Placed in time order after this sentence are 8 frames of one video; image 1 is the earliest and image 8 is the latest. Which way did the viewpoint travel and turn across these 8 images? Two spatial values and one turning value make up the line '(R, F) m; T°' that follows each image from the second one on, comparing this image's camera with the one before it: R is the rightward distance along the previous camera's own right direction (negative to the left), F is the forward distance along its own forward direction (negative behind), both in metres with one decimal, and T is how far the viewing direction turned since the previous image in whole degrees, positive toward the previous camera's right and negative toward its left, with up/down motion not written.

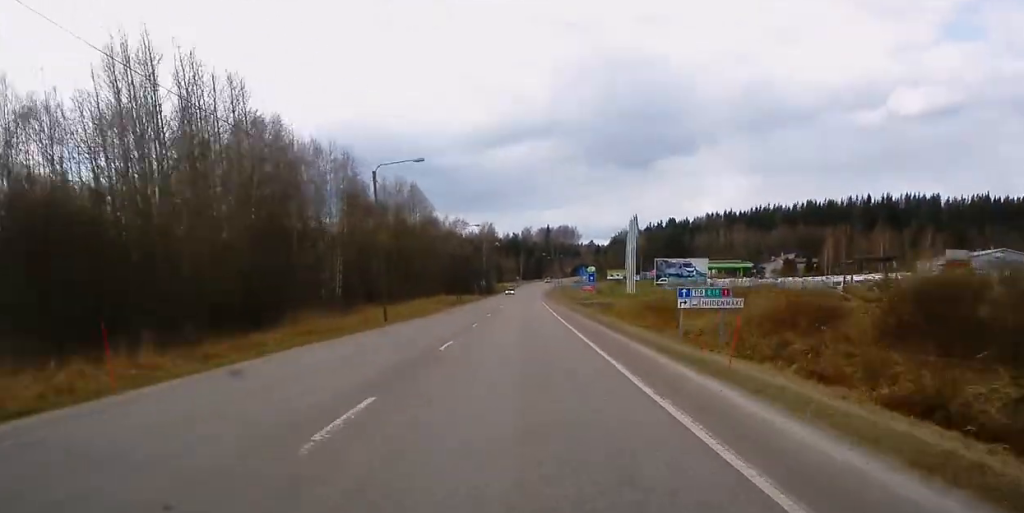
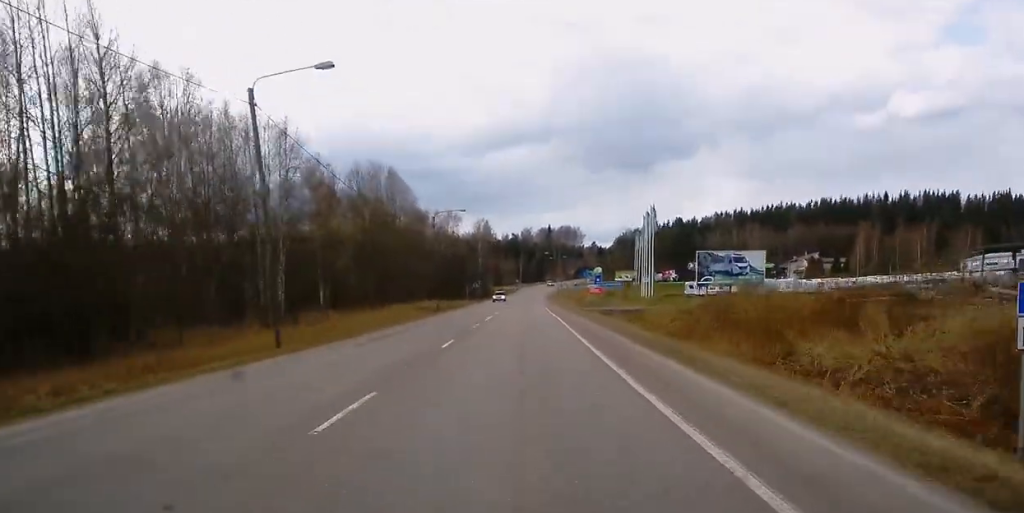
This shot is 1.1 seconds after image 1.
(0.0, +22.6) m; 0°
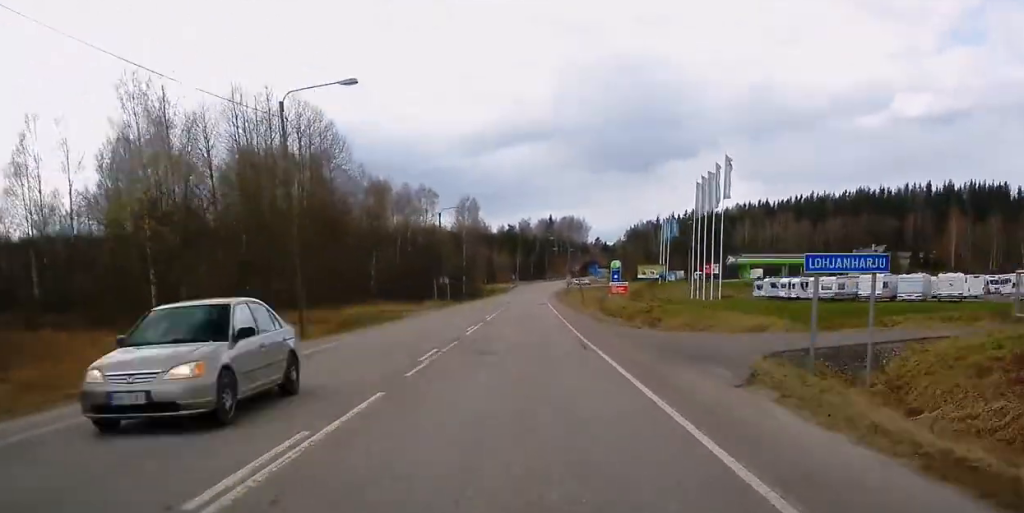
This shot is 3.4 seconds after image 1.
(+0.1, +49.5) m; 0°
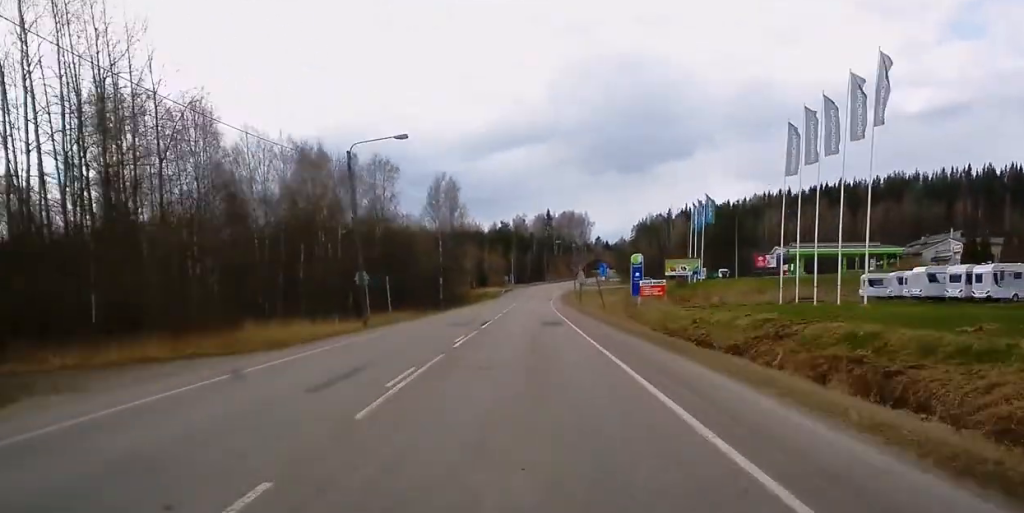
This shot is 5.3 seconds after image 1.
(+0.2, +40.5) m; 0°
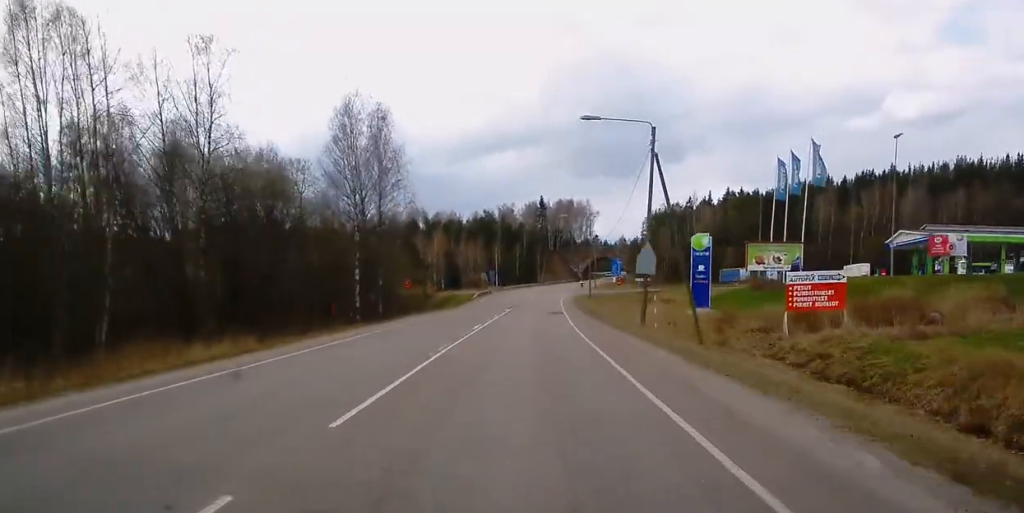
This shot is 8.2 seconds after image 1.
(0.0, +58.4) m; 0°
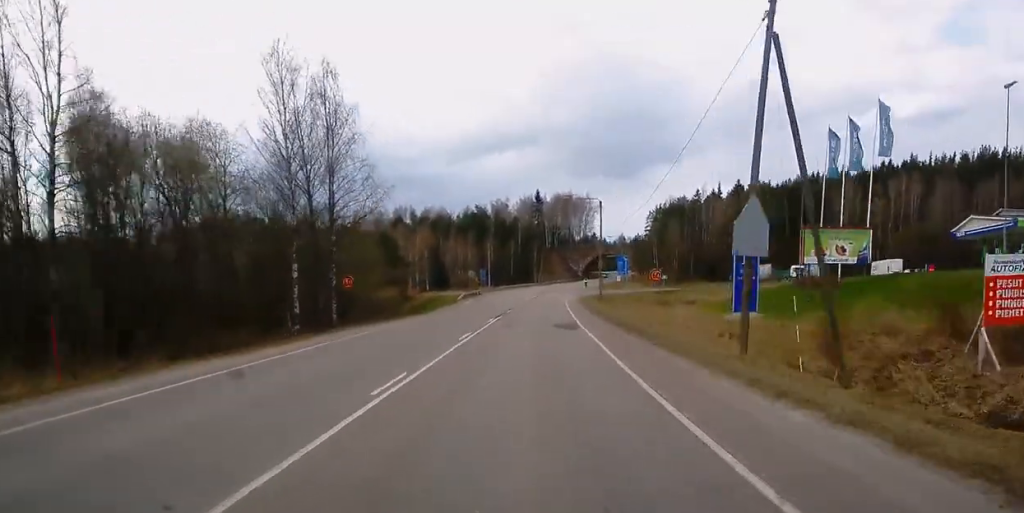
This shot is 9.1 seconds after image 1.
(0.0, +18.3) m; 0°
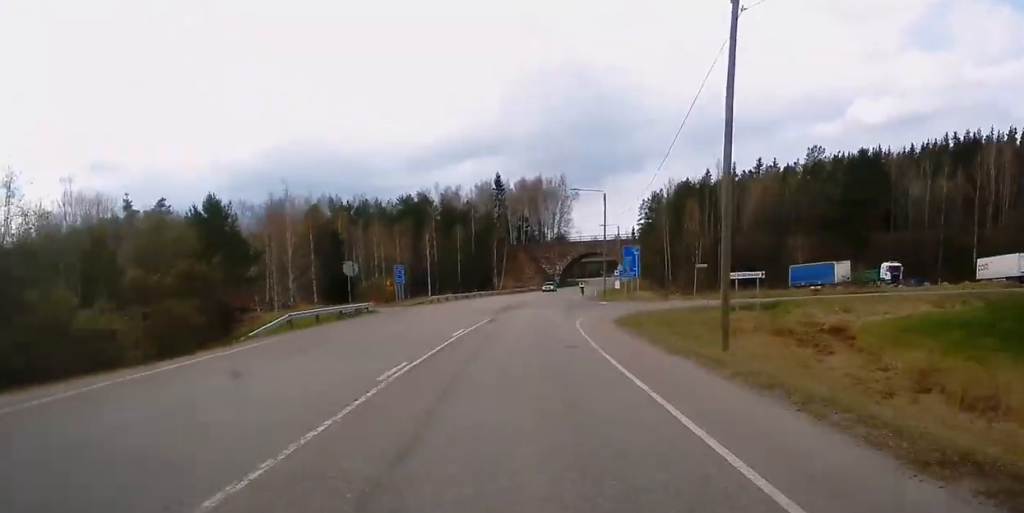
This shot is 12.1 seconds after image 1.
(+1.2, +56.4) m; +3°
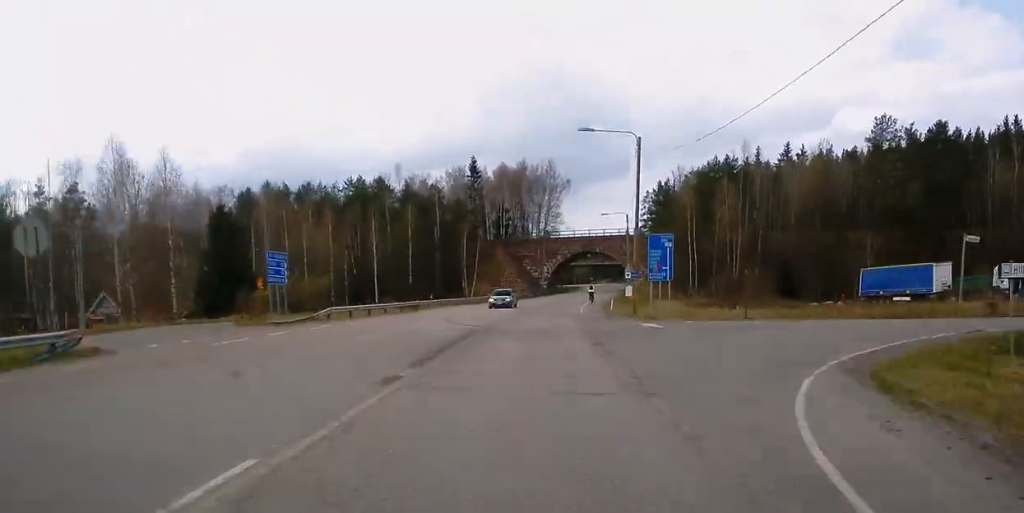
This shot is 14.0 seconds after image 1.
(+0.4, +33.1) m; +1°
